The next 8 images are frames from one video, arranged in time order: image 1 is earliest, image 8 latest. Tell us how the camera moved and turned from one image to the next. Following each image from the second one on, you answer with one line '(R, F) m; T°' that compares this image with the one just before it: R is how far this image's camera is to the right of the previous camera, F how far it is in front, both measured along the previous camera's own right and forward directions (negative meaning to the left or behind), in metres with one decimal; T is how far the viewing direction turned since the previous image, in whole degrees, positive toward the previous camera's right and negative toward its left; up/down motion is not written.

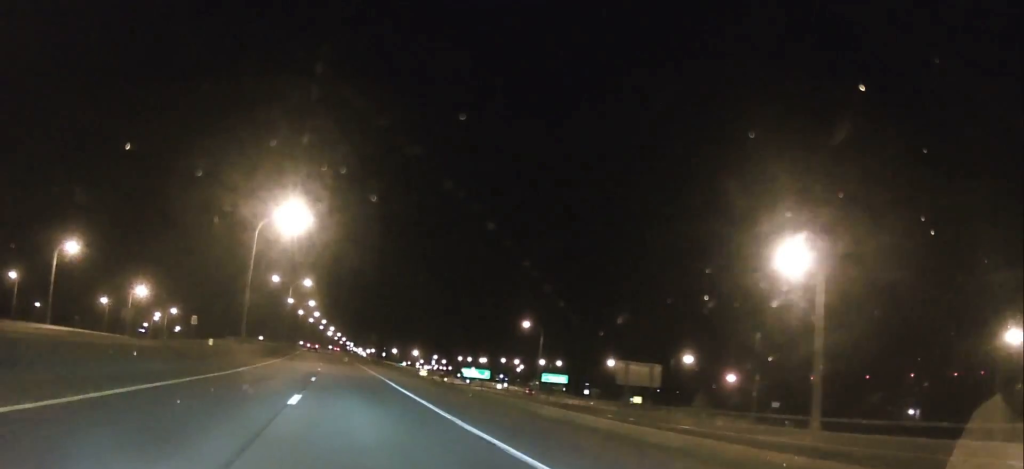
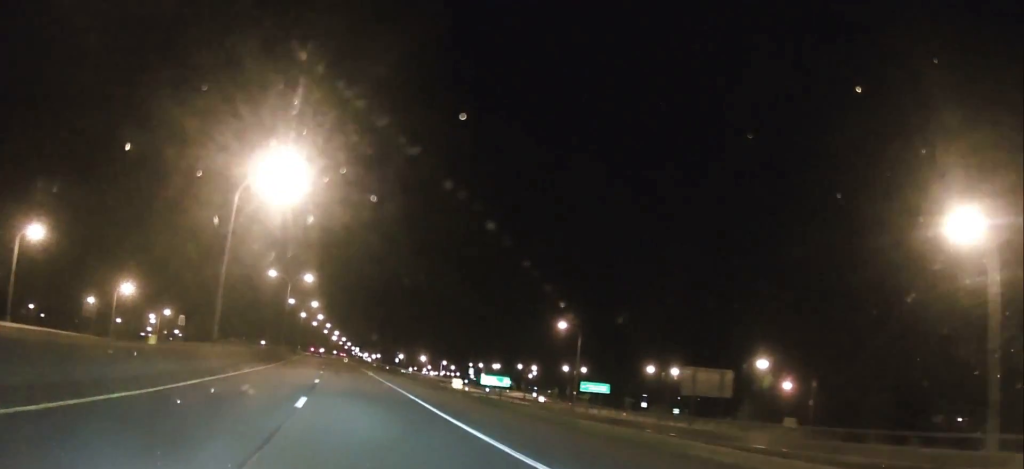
(0.0, +11.9) m; 0°
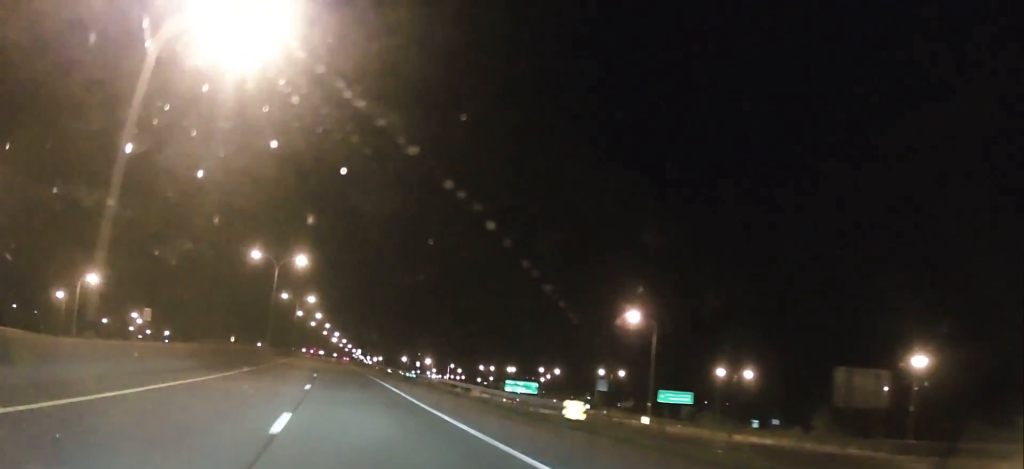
(-0.1, +17.9) m; -1°
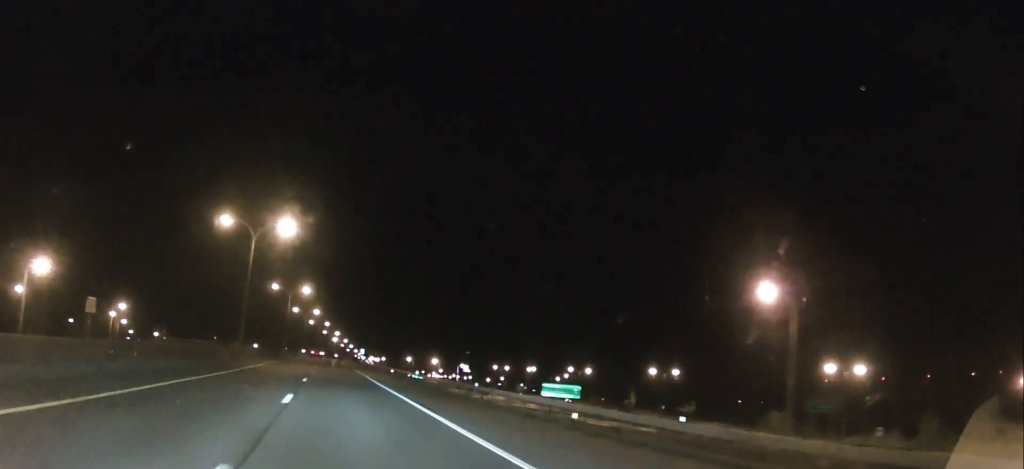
(-0.2, +18.6) m; -1°
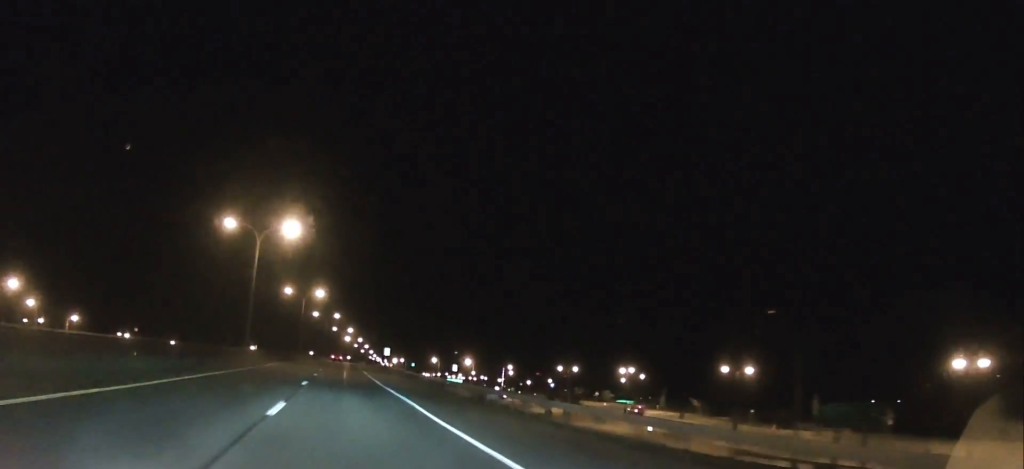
(-0.2, +51.4) m; 0°
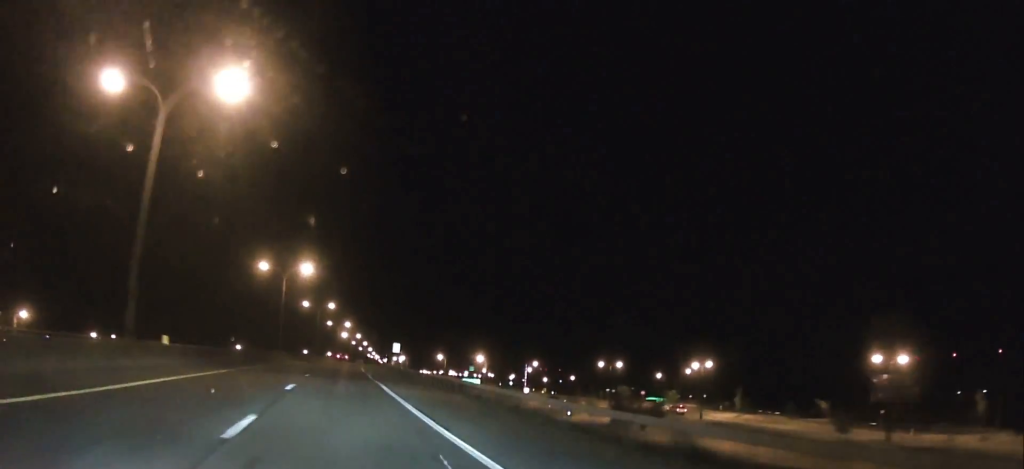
(-0.2, +28.0) m; -1°
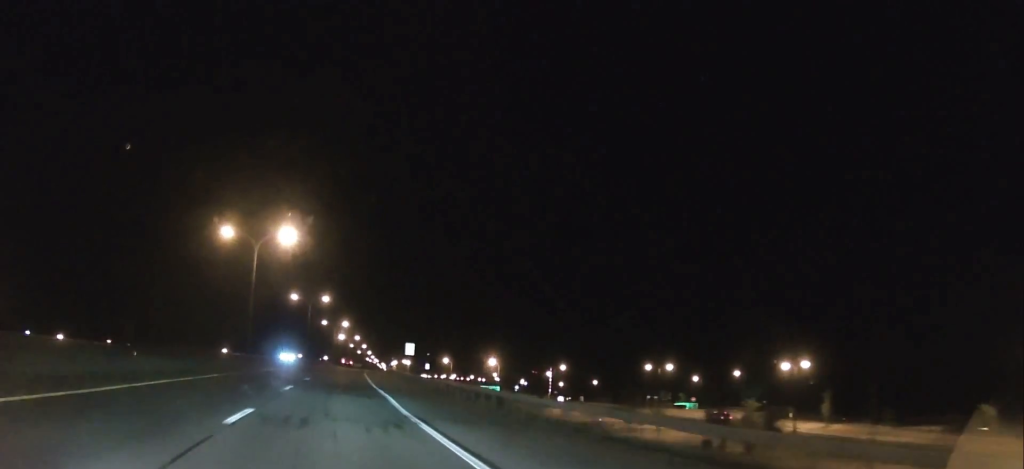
(-0.2, +22.7) m; +1°
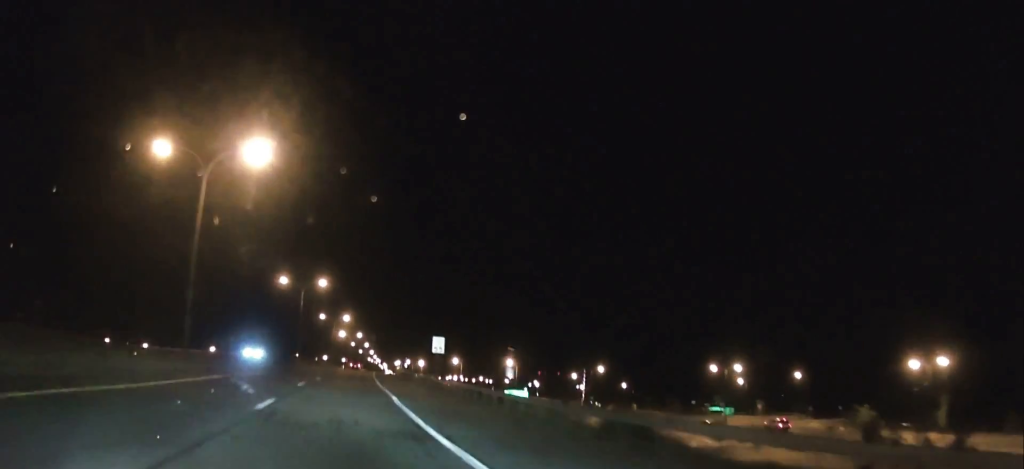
(+0.5, +21.1) m; +1°
